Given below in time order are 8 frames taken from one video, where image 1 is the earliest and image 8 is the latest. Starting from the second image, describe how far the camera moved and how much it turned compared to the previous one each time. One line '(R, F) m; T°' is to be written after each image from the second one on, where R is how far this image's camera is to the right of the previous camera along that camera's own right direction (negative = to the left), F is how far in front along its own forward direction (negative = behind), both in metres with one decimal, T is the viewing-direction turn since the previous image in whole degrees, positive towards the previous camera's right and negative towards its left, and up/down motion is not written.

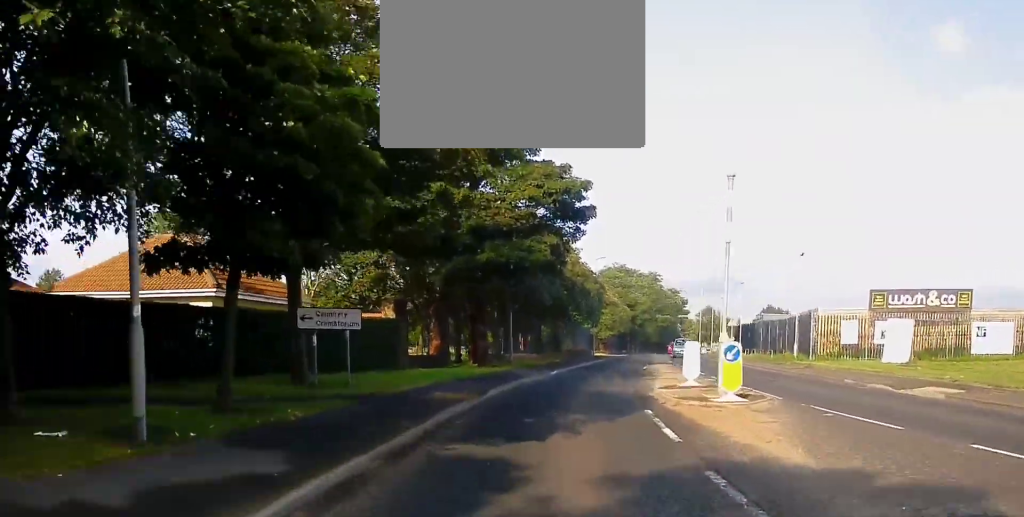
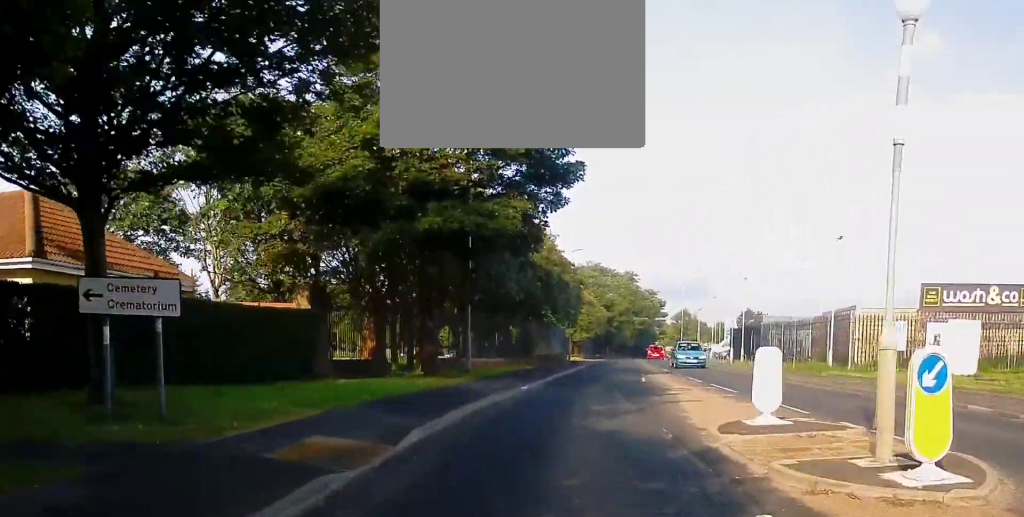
(-0.1, +7.9) m; +4°
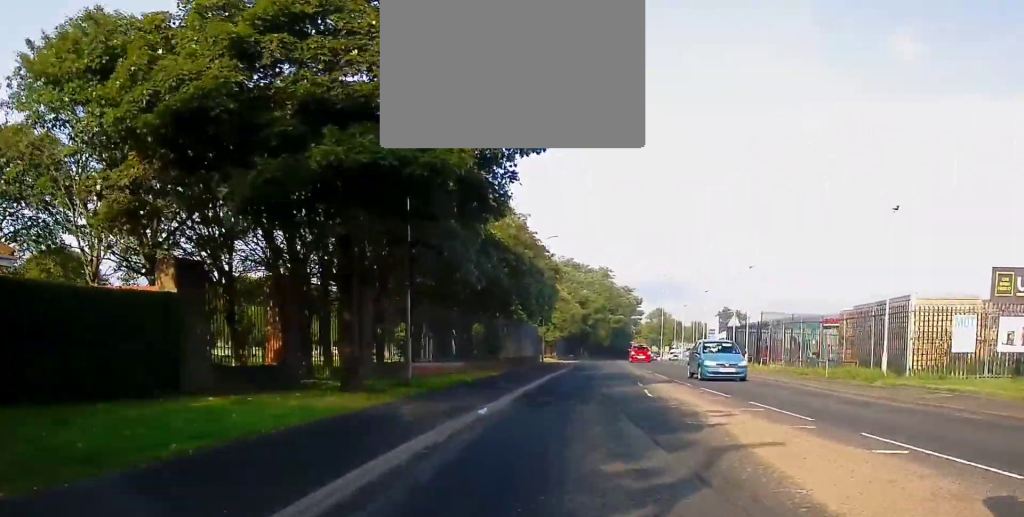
(+0.6, +7.0) m; +2°
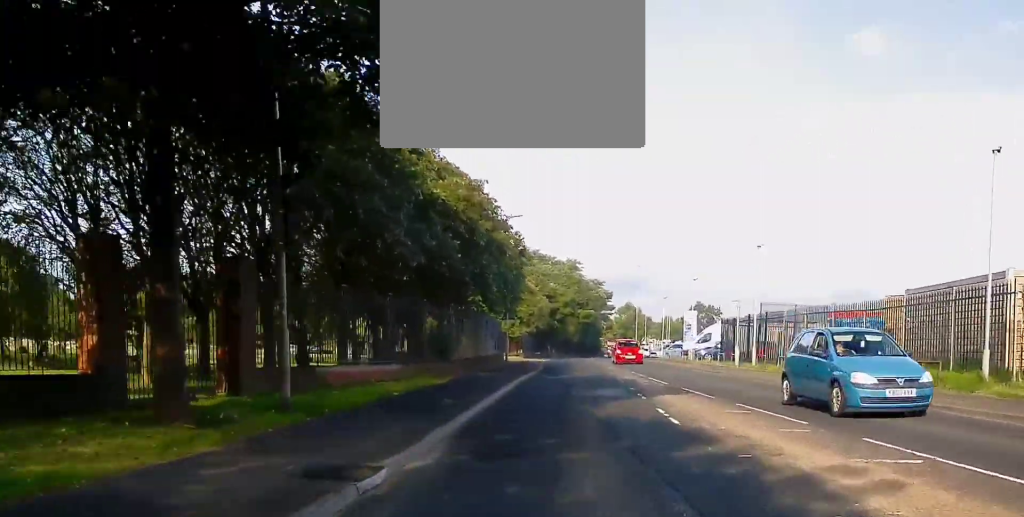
(+0.3, +7.0) m; +1°
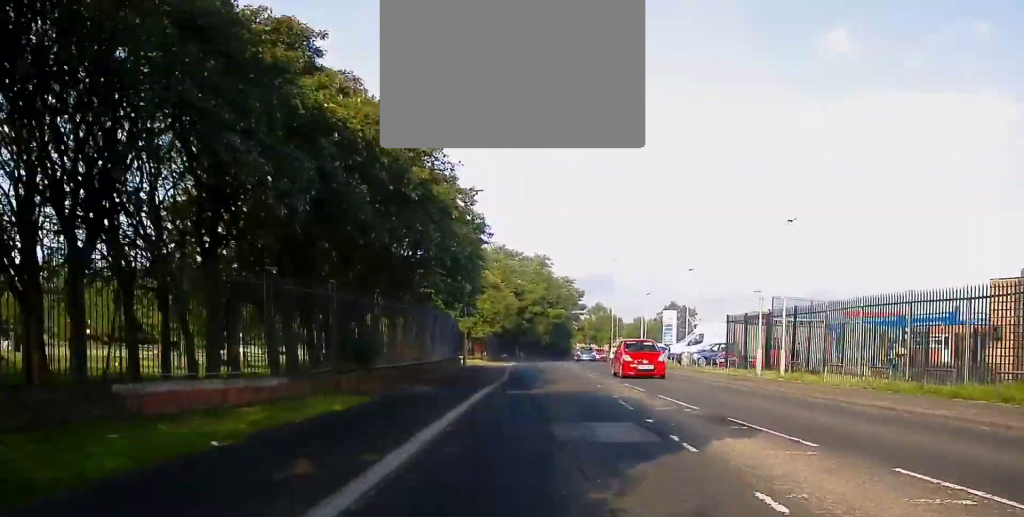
(-0.4, +7.9) m; 0°
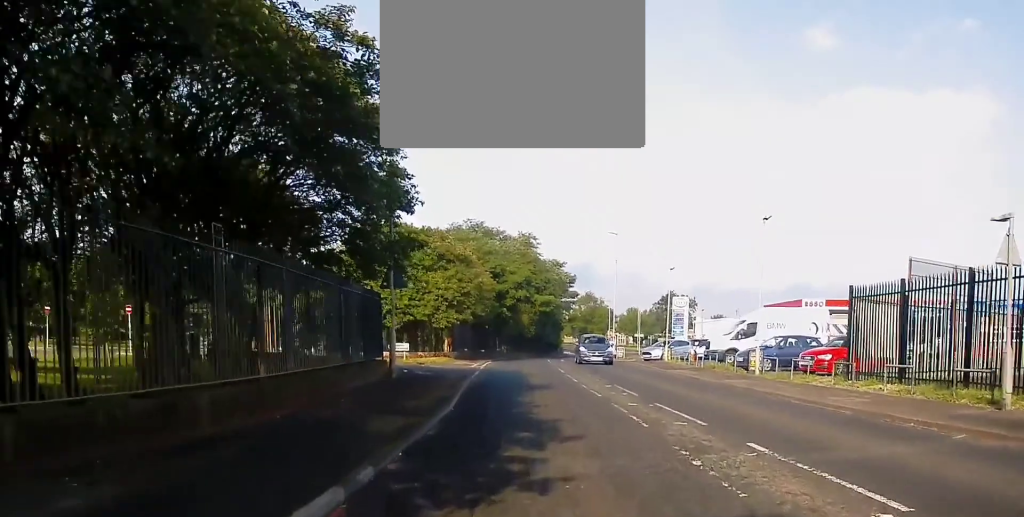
(+1.0, +15.5) m; +5°
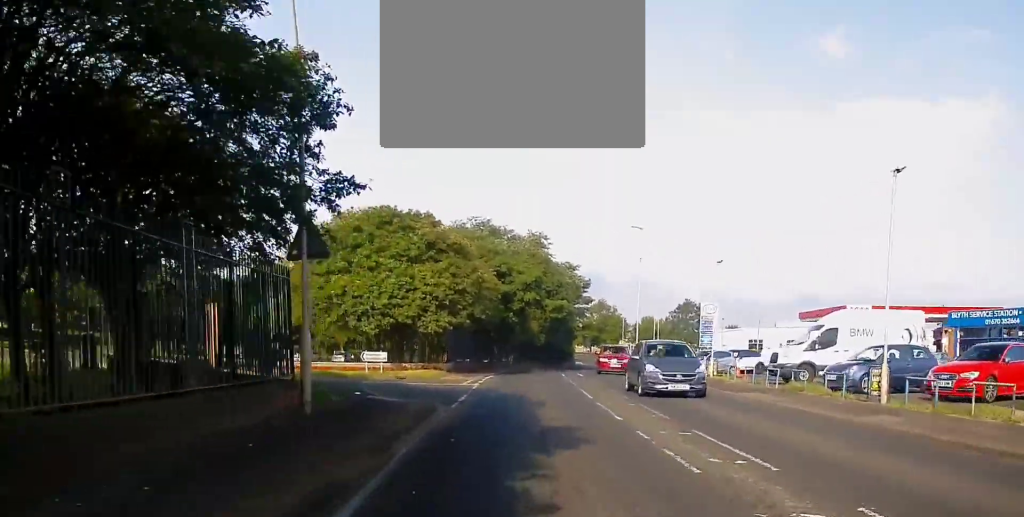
(+0.2, +9.0) m; -2°
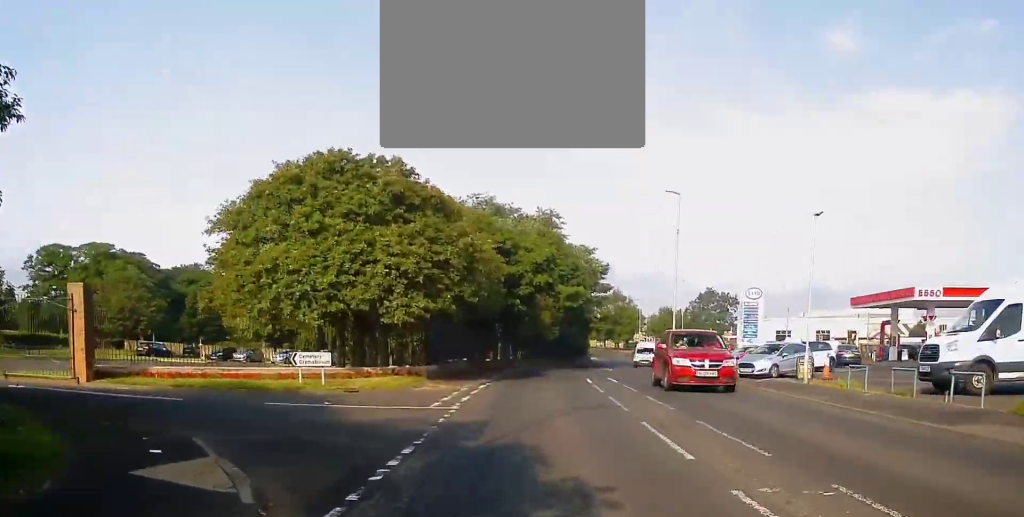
(-0.8, +10.9) m; -2°
